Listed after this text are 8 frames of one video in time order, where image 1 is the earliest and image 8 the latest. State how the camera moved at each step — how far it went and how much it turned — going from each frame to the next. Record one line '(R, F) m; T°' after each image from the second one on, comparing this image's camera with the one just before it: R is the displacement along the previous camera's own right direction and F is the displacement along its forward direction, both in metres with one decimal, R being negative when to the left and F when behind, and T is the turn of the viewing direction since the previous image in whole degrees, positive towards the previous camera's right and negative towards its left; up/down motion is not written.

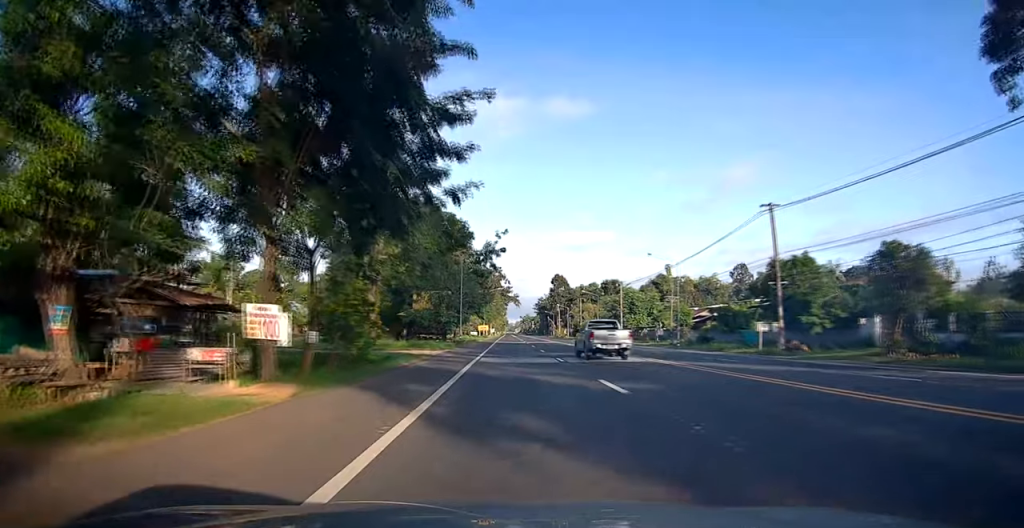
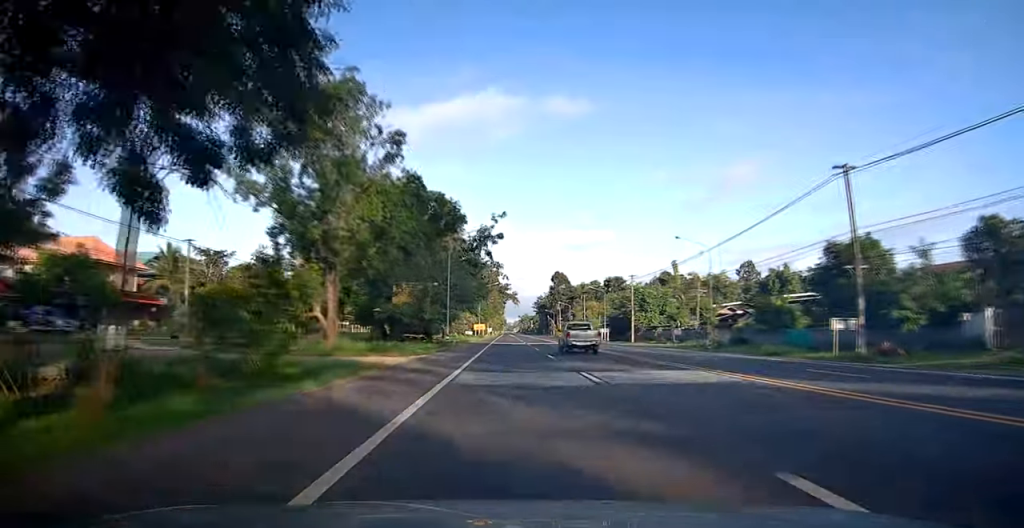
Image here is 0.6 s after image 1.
(+0.1, +9.6) m; 0°
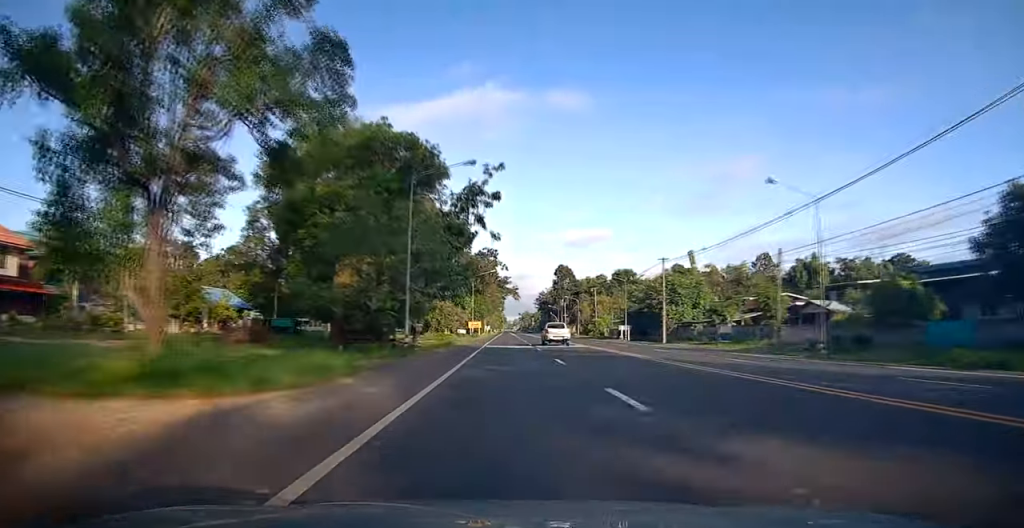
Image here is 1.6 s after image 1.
(-0.3, +17.0) m; 0°
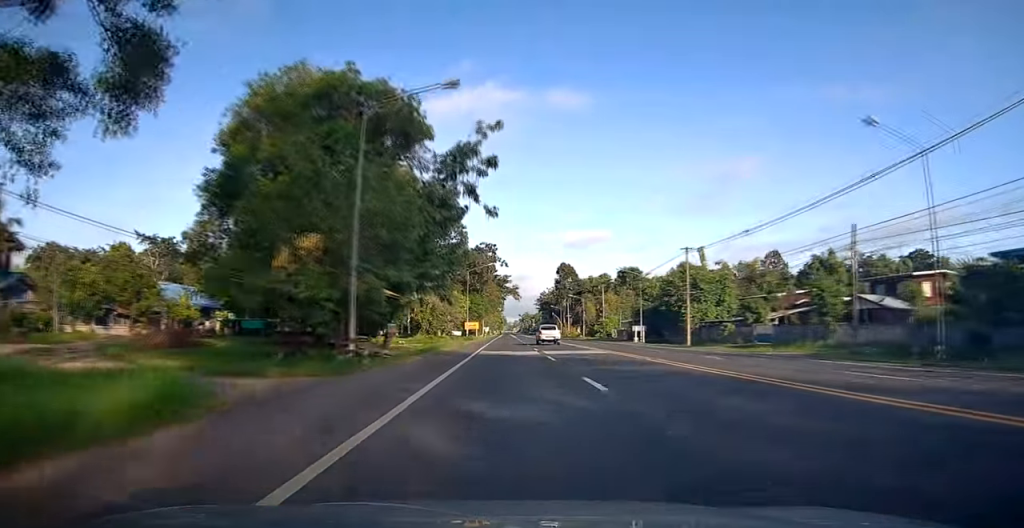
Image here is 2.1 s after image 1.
(+0.3, +9.0) m; 0°
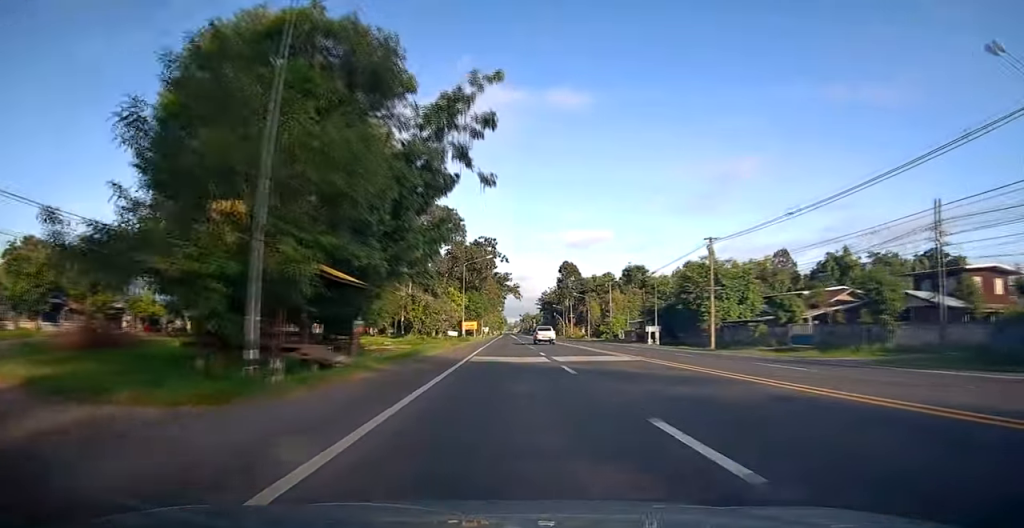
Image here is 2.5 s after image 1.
(0.0, +6.8) m; -1°
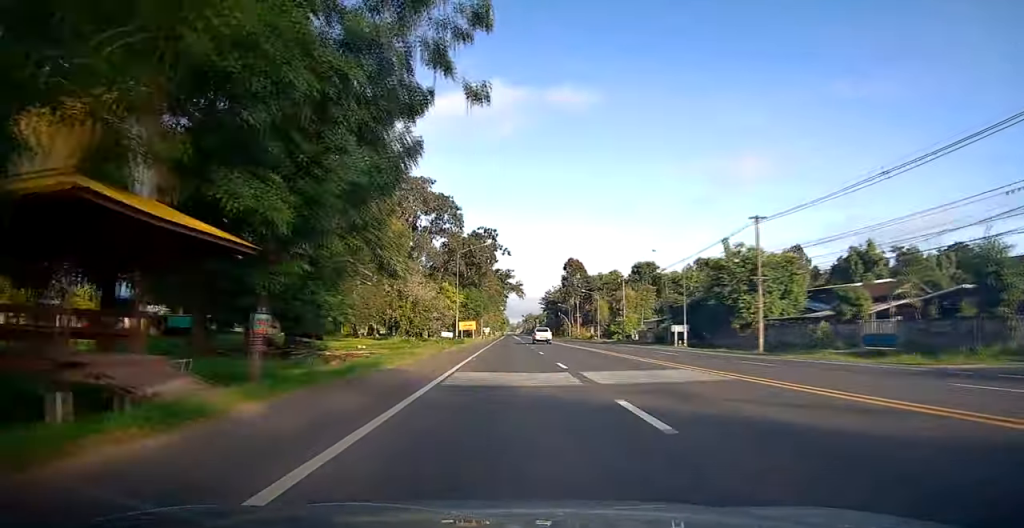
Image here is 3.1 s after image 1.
(-0.3, +9.7) m; -1°
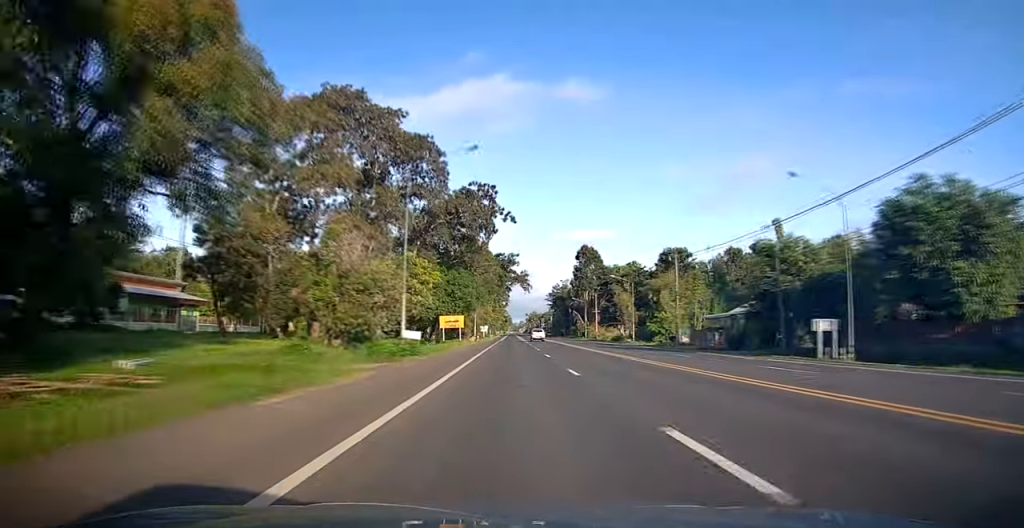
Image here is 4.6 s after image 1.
(+0.1, +26.5) m; +2°
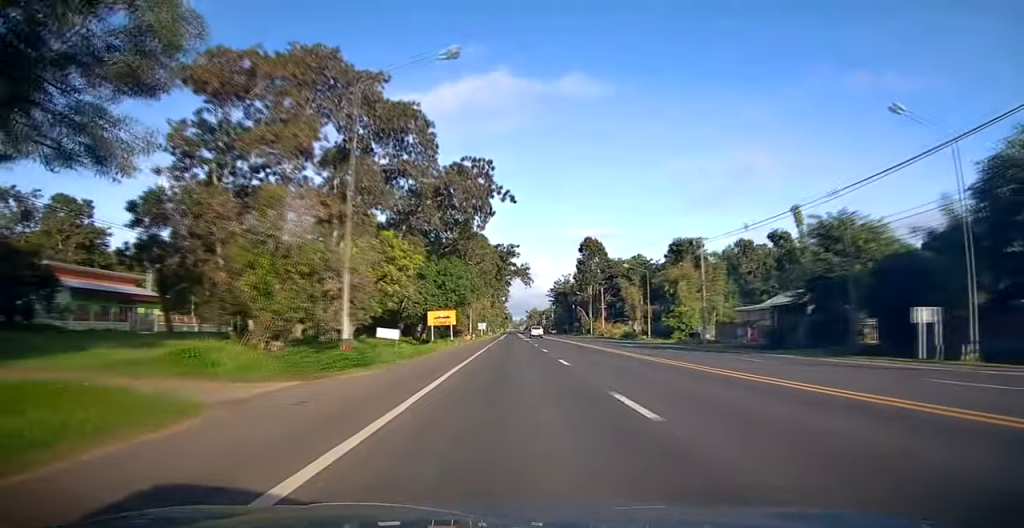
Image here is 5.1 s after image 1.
(+0.4, +8.4) m; 0°
